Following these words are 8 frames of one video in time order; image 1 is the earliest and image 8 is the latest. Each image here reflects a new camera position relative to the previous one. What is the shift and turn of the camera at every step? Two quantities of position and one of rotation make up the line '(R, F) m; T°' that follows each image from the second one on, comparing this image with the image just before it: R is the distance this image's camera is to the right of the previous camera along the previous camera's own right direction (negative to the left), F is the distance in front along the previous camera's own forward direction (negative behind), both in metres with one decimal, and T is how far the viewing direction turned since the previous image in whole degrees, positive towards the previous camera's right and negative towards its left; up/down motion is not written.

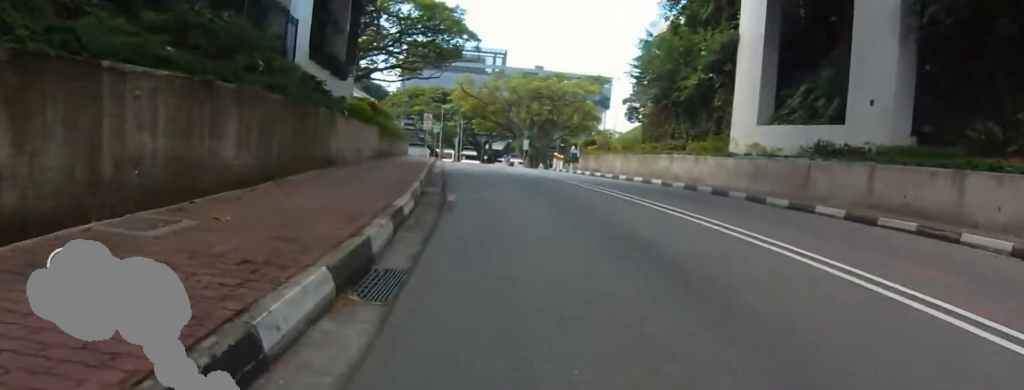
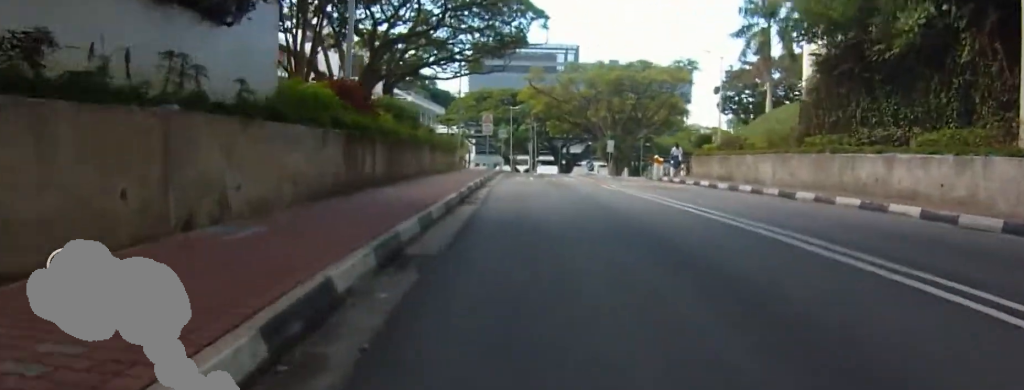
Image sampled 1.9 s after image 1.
(-2.6, +10.2) m; -20°
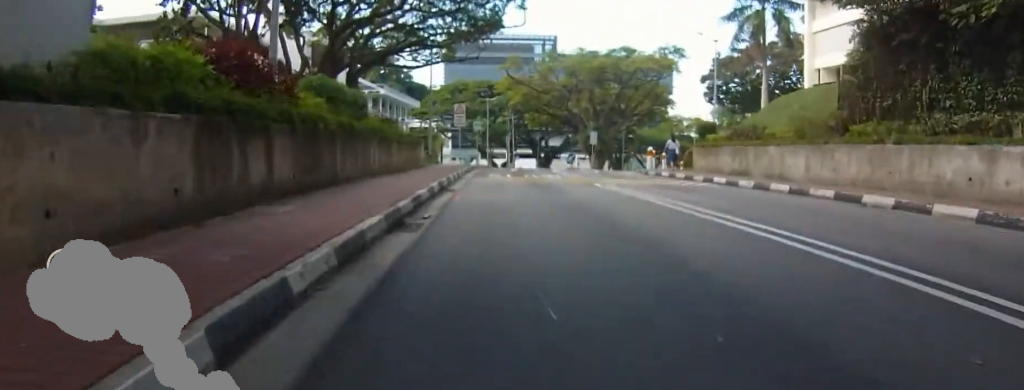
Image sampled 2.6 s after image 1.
(-0.8, +4.2) m; +1°
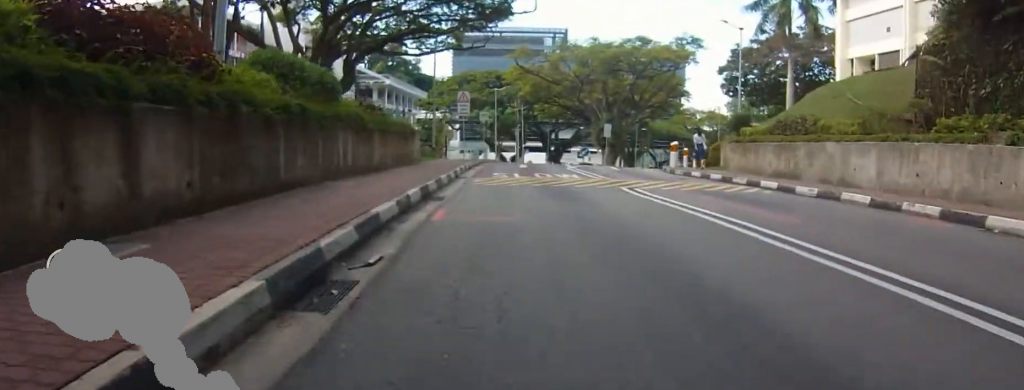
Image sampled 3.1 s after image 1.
(+0.7, +3.3) m; 0°
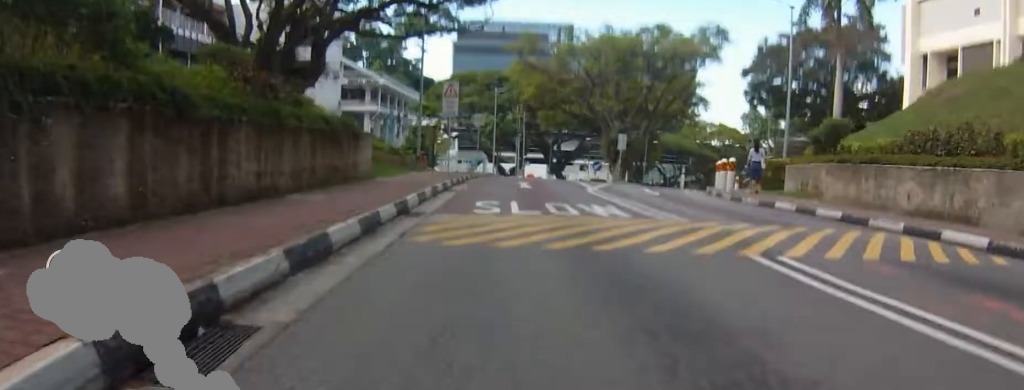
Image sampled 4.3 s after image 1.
(-0.5, +7.4) m; -10°
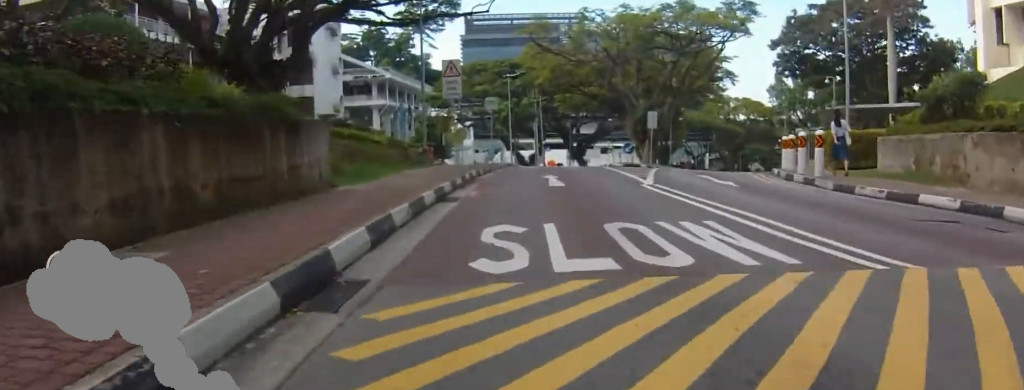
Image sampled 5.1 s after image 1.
(-0.3, +4.8) m; +4°
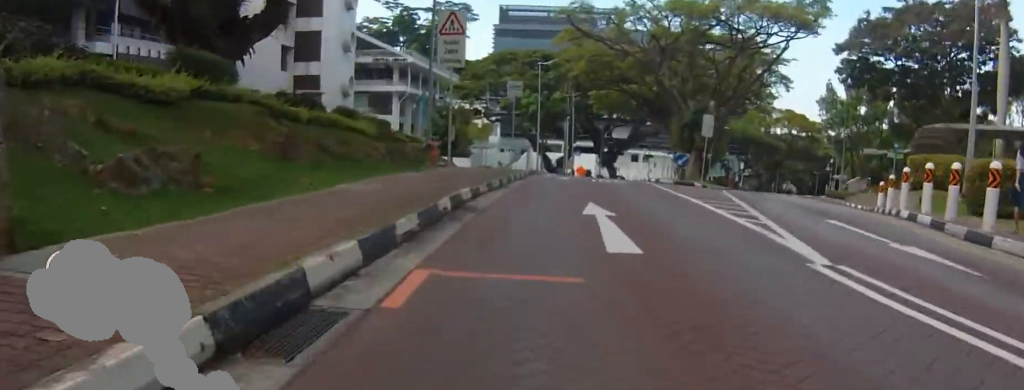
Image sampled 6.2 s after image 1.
(+1.0, +6.9) m; +14°
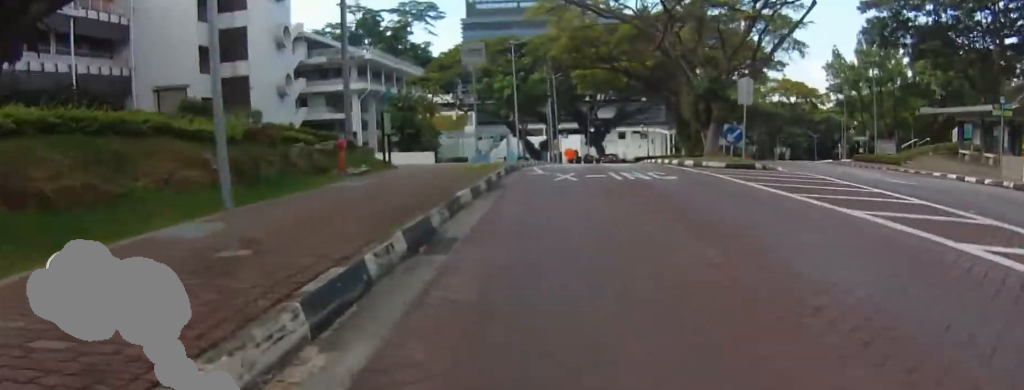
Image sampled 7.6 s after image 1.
(+0.5, +9.7) m; -7°
